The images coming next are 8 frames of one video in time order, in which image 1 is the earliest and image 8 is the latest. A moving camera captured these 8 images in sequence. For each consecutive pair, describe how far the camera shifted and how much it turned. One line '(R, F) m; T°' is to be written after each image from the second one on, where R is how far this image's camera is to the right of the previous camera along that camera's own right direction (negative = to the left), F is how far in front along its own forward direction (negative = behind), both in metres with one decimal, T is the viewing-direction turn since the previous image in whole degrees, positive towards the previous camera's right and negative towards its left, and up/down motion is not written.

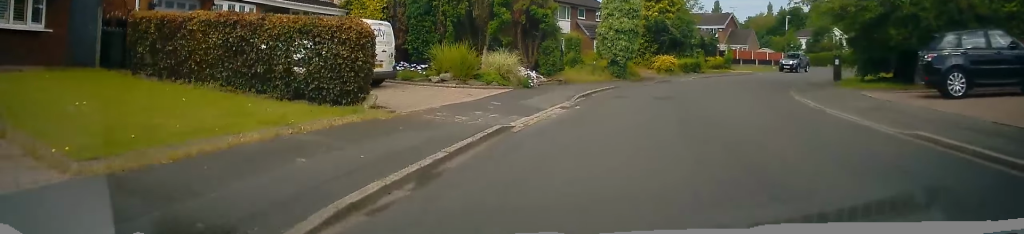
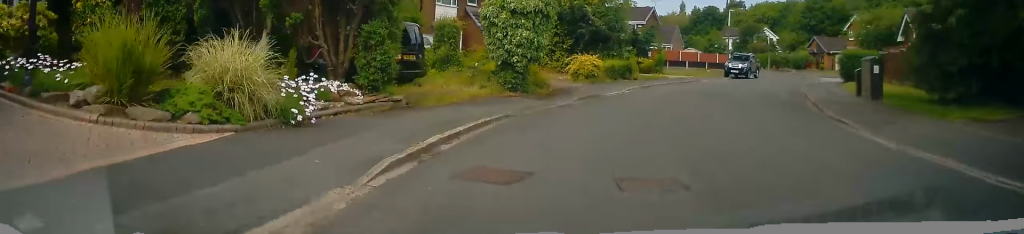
(+1.2, +11.0) m; +6°
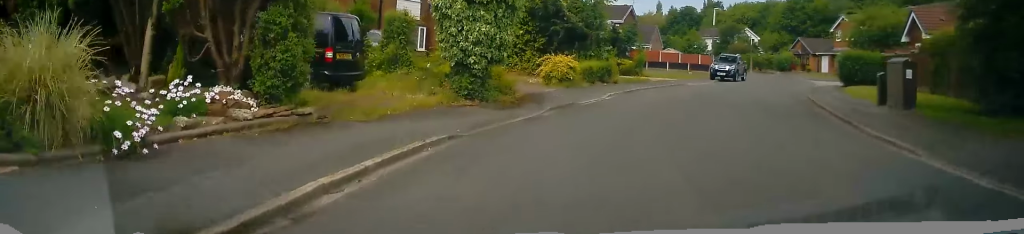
(-0.3, +3.1) m; 0°
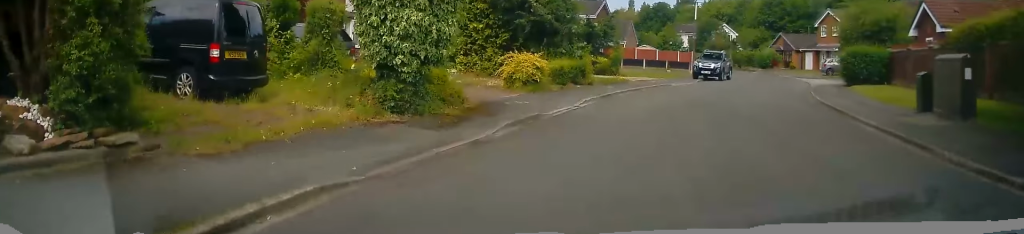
(+0.3, +3.5) m; +5°
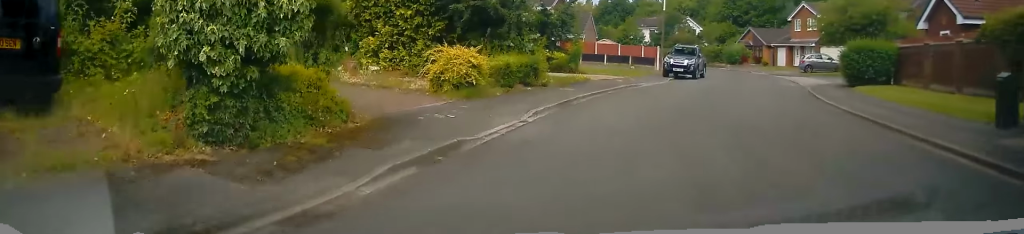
(+0.2, +4.4) m; +6°
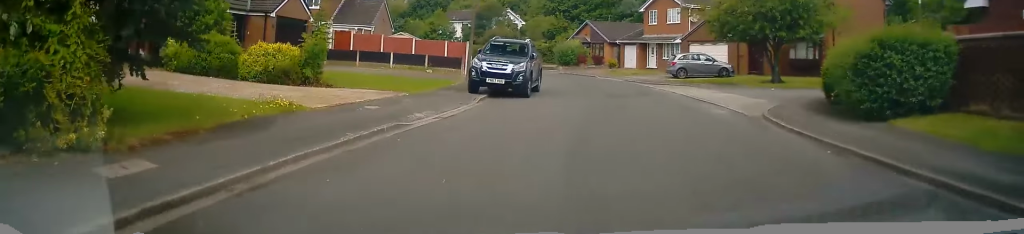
(+2.0, +13.4) m; +16°
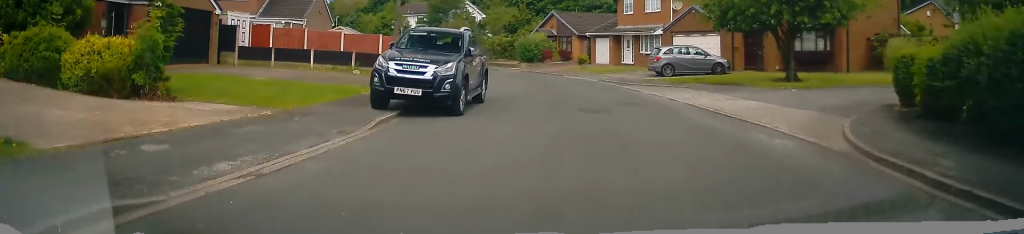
(+0.4, +6.4) m; +5°
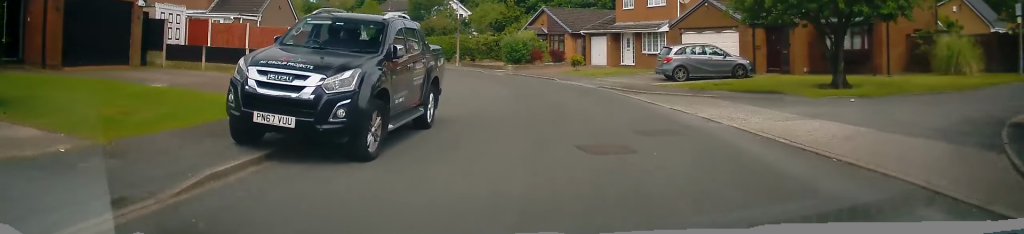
(+0.2, +5.1) m; -1°
